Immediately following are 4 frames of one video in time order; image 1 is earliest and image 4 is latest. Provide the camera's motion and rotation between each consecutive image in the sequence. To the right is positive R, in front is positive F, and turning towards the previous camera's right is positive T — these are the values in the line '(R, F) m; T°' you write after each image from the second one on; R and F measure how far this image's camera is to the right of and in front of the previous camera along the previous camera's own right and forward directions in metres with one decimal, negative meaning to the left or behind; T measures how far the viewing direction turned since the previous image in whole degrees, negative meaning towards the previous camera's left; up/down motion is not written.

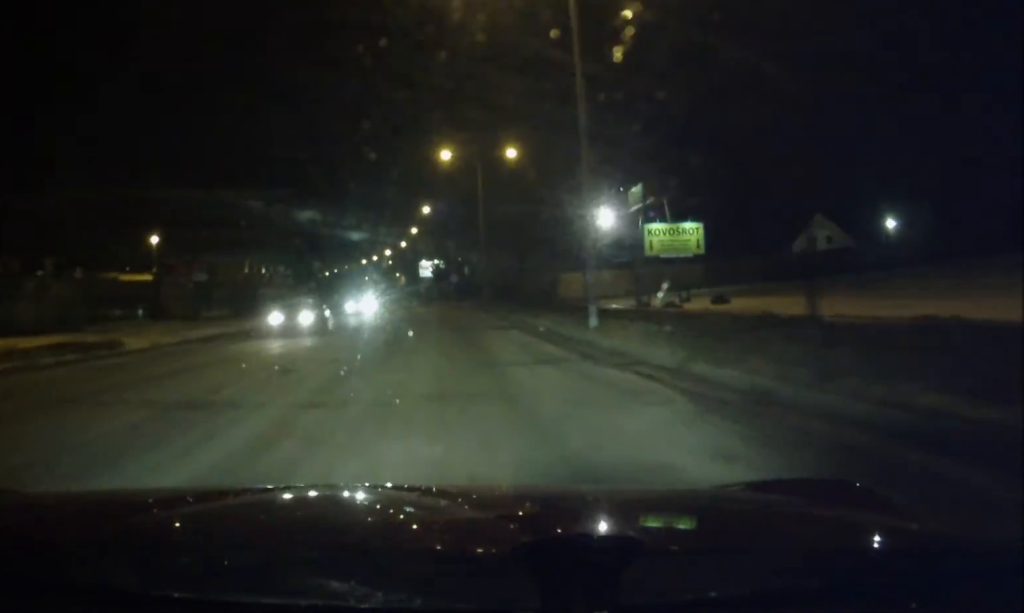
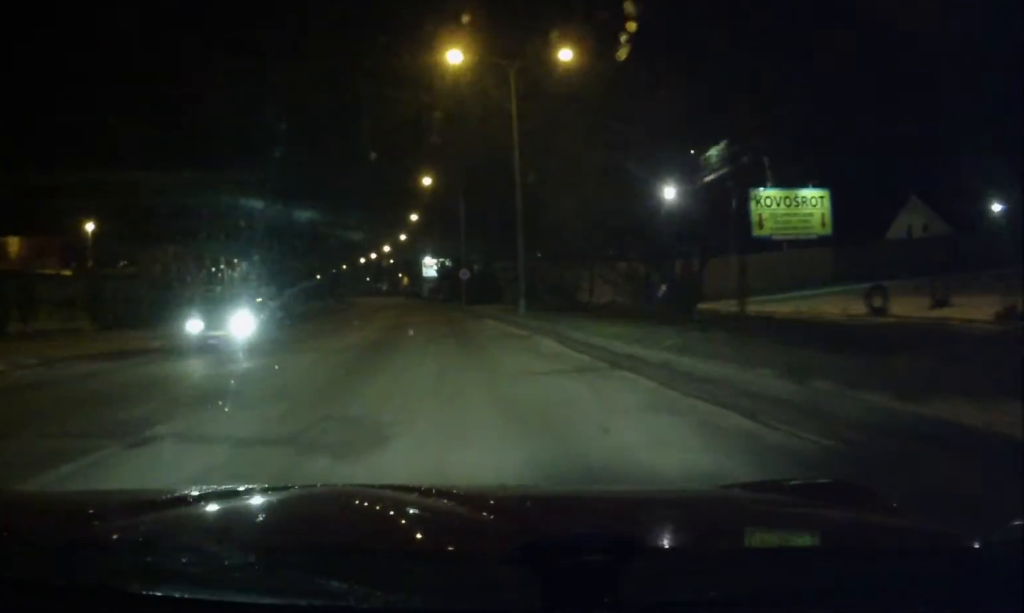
(+0.1, +25.8) m; 0°
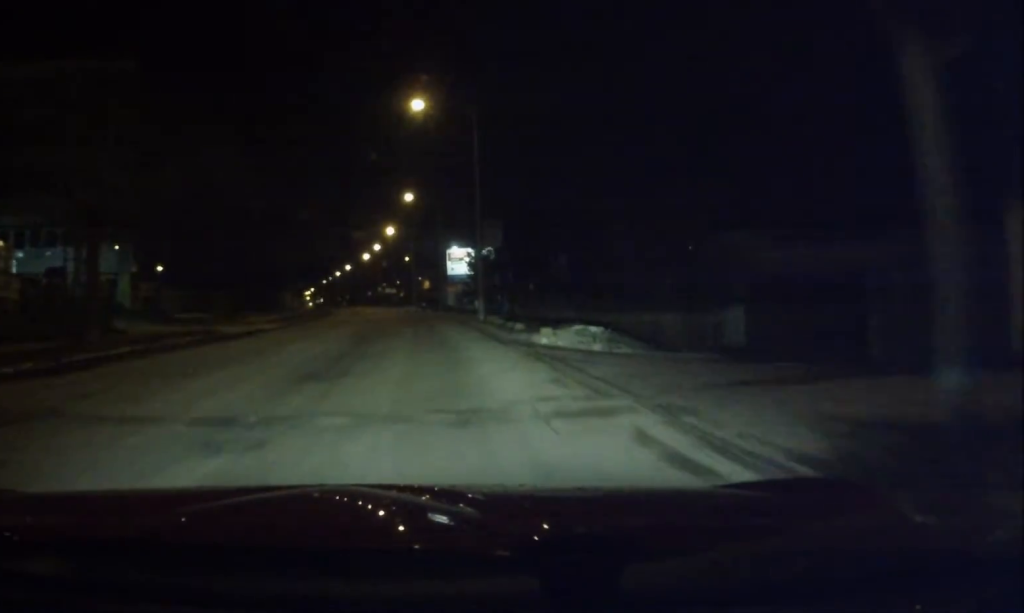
(-2.1, +70.5) m; -2°
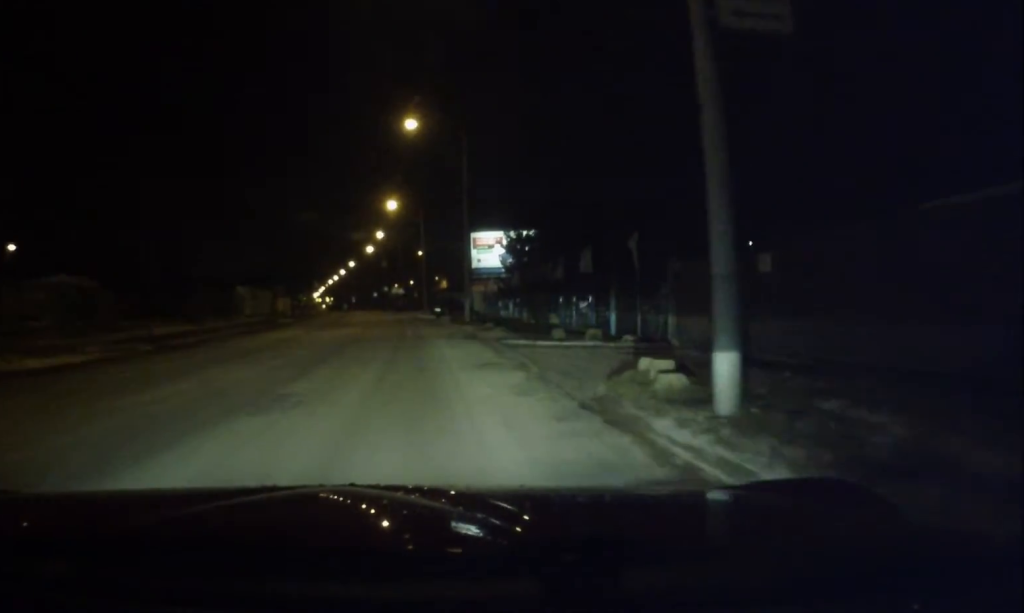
(-0.9, +37.1) m; -5°
